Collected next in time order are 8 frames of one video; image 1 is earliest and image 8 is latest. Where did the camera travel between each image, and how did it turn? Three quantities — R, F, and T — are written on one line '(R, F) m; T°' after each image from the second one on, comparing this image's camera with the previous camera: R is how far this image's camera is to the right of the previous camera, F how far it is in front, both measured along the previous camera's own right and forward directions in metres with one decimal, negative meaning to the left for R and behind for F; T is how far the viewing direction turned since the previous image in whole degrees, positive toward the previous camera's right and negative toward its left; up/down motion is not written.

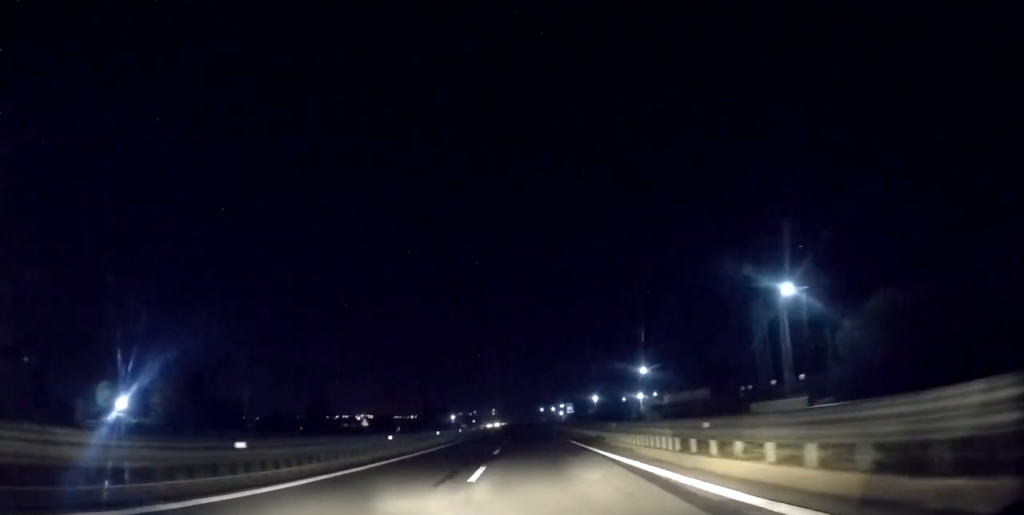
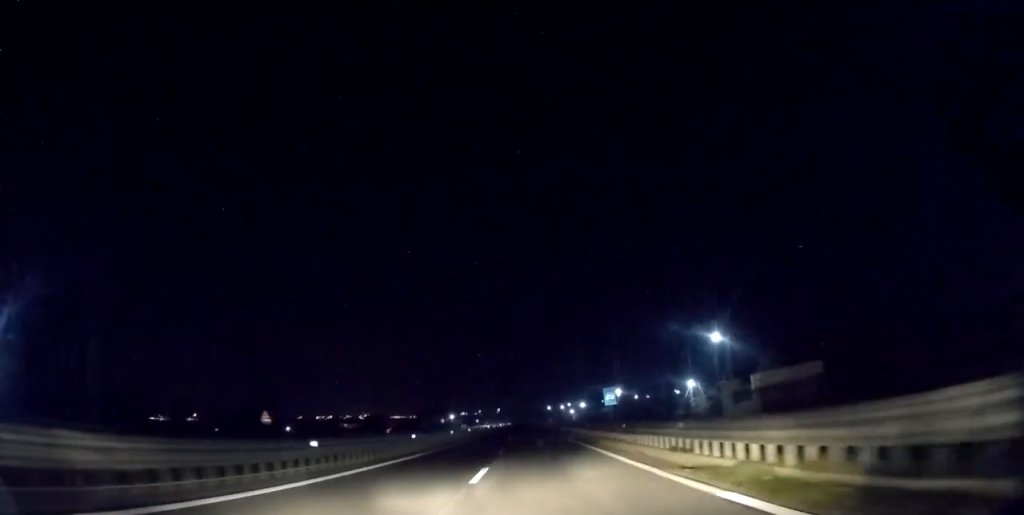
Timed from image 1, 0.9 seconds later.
(-0.1, +22.5) m; 0°
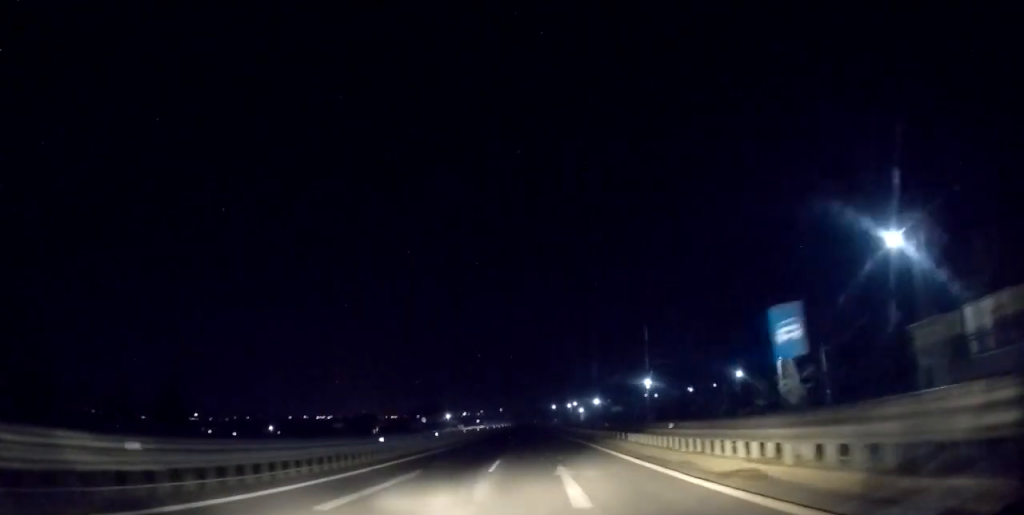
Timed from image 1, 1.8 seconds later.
(0.0, +21.0) m; +1°
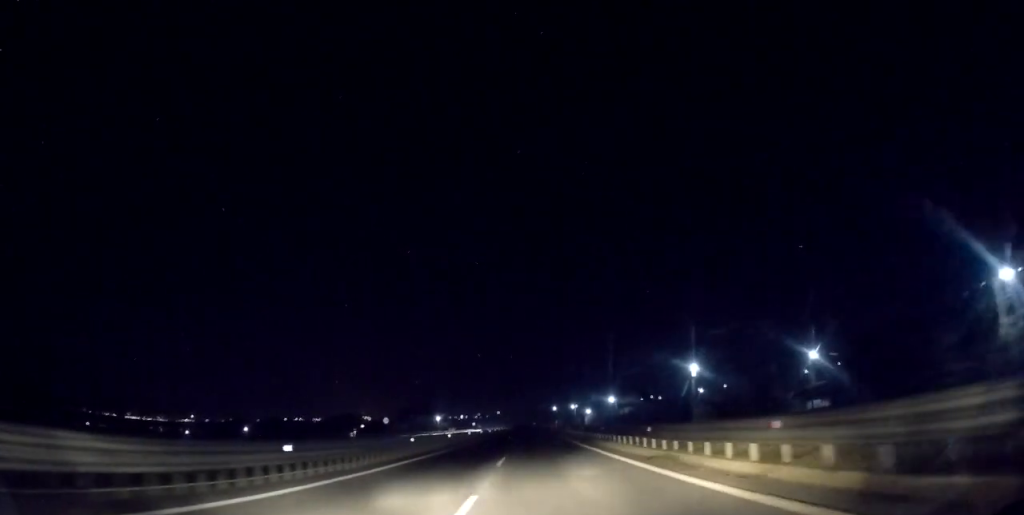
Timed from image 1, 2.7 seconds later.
(+0.2, +21.3) m; +1°
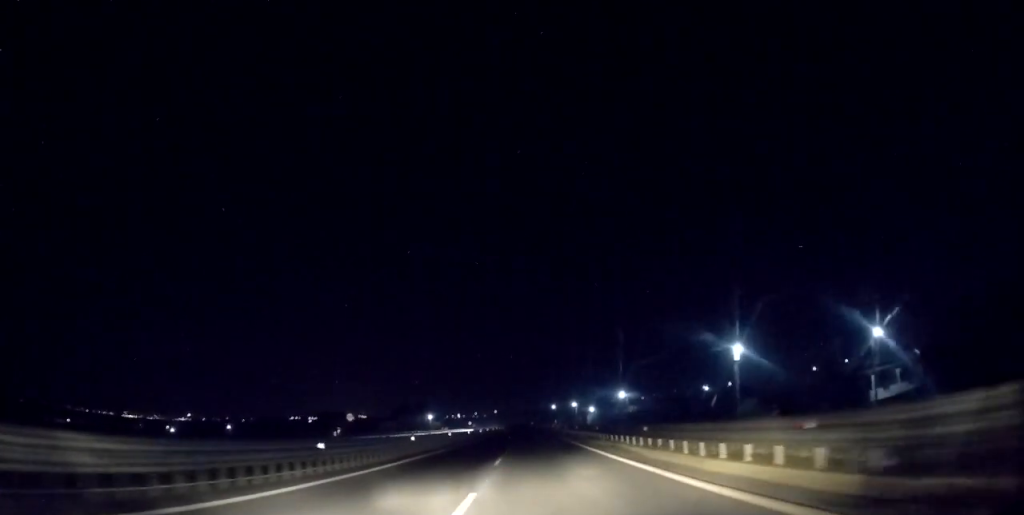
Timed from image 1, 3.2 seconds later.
(+0.1, +11.8) m; 0°
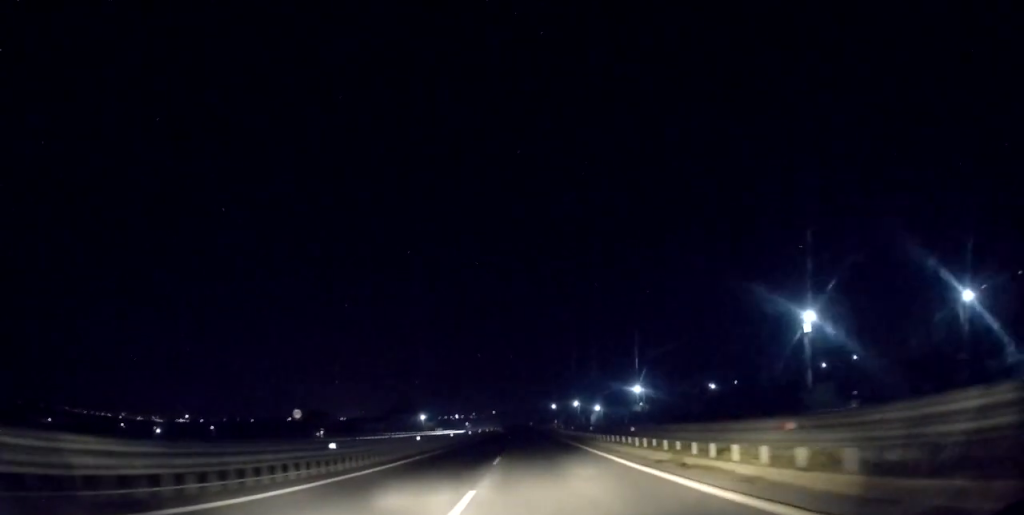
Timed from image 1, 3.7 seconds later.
(-0.1, +11.7) m; 0°
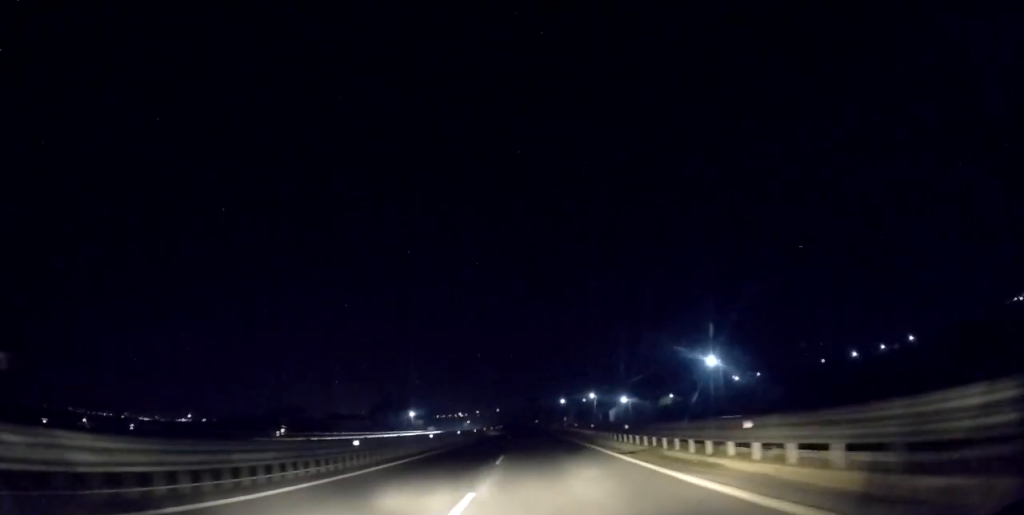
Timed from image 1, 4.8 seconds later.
(0.0, +24.6) m; 0°
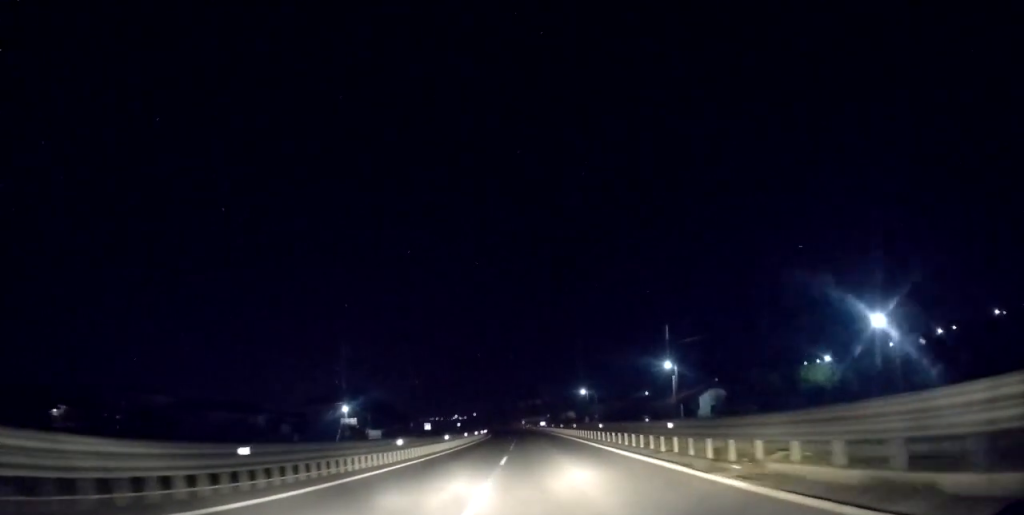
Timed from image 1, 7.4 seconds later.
(-0.4, +60.3) m; -1°
